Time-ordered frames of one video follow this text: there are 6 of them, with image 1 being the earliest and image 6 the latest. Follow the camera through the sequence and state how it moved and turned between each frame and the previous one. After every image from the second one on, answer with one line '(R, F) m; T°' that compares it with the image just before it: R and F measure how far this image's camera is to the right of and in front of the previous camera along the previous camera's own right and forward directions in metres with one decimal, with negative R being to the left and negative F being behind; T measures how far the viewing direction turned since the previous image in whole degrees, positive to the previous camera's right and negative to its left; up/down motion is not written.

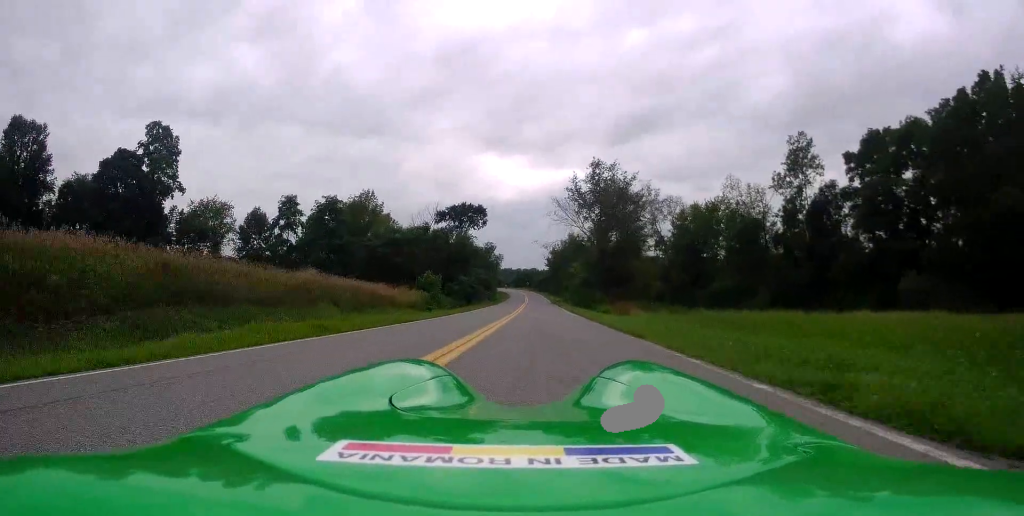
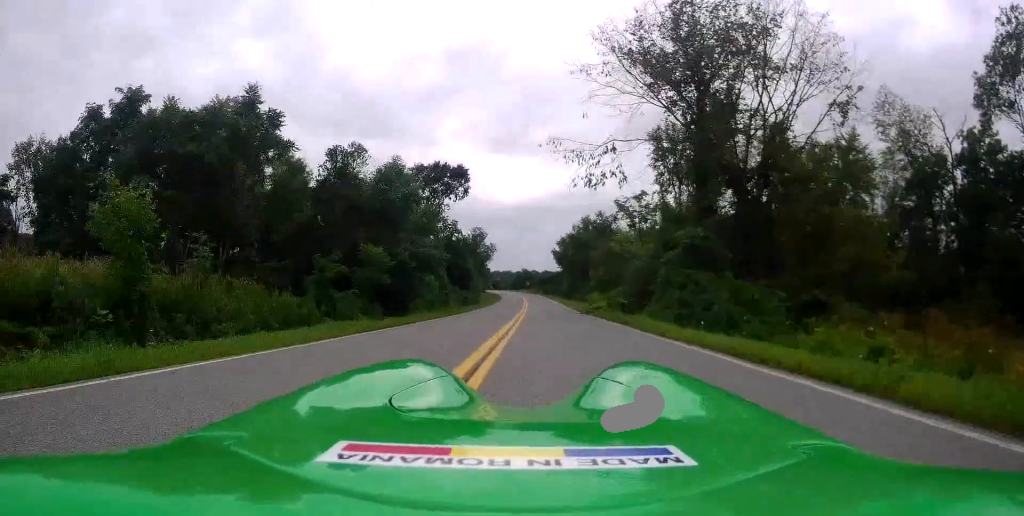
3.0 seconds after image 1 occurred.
(-1.2, +38.7) m; -2°
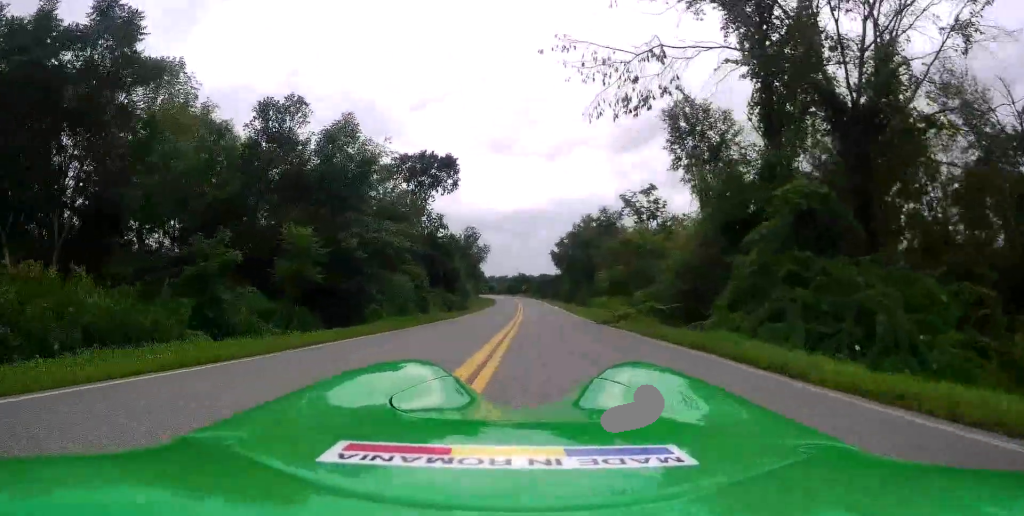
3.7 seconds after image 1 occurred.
(0.0, +8.8) m; 0°
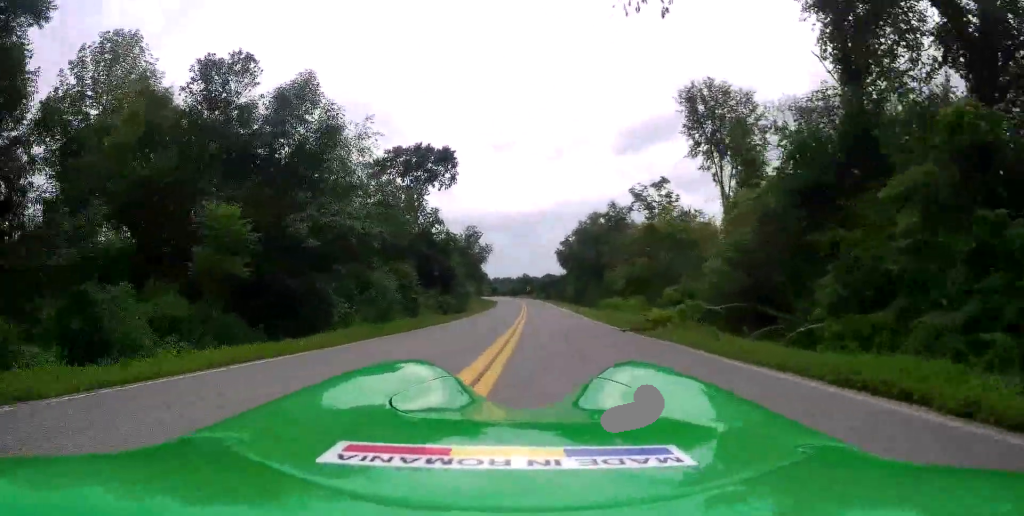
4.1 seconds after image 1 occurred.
(0.0, +5.6) m; 0°
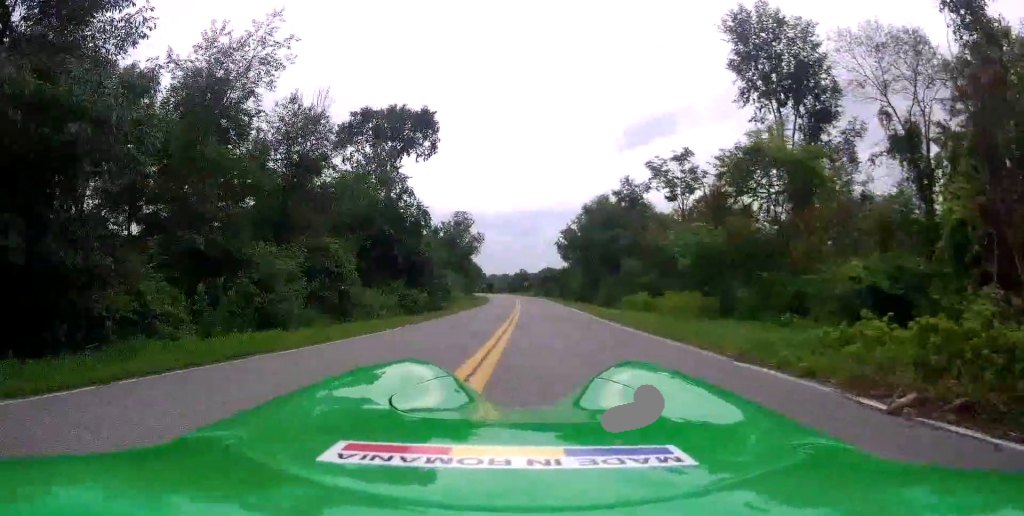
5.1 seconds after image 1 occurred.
(0.0, +12.9) m; 0°
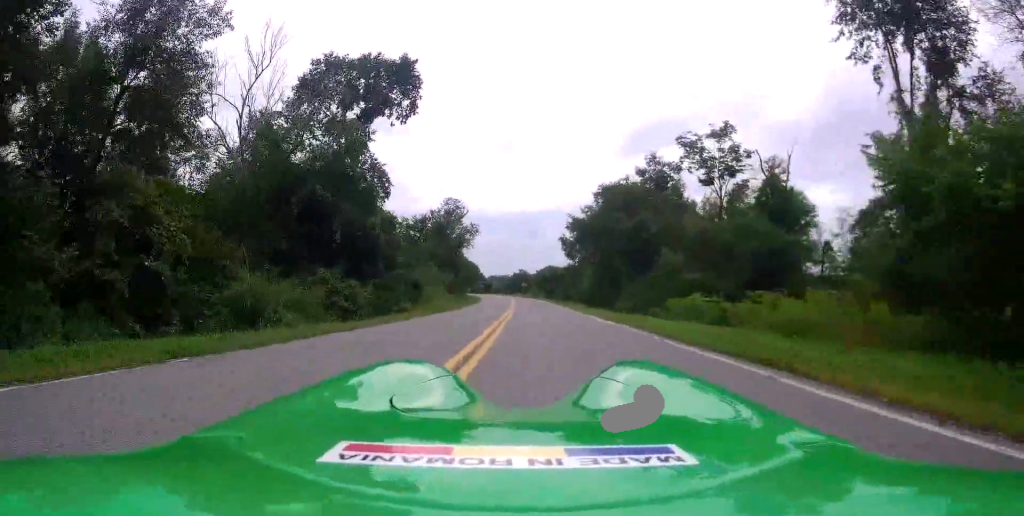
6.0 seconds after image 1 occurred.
(0.0, +12.4) m; 0°
